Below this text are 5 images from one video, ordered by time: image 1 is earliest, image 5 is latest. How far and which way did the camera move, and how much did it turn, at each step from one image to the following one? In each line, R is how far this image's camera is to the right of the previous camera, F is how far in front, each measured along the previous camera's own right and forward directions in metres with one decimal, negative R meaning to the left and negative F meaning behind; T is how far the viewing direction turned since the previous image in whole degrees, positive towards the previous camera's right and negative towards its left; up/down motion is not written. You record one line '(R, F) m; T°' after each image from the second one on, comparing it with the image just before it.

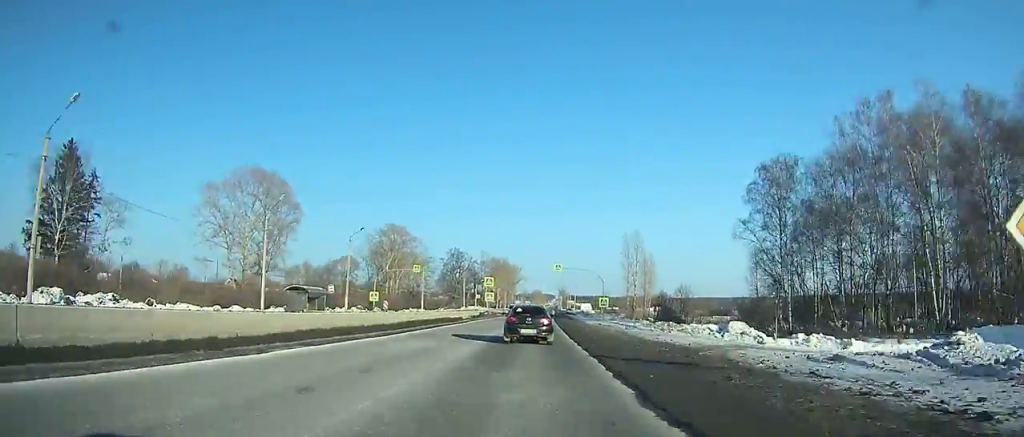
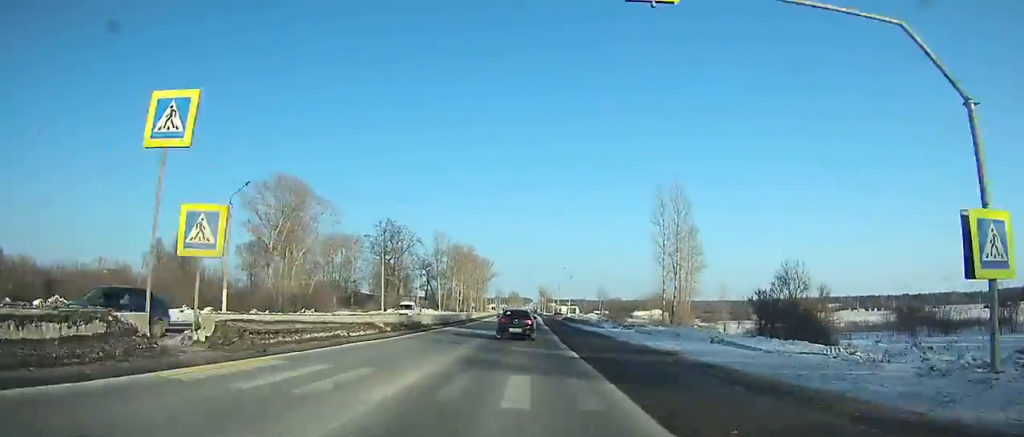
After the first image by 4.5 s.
(+0.9, +71.1) m; +1°
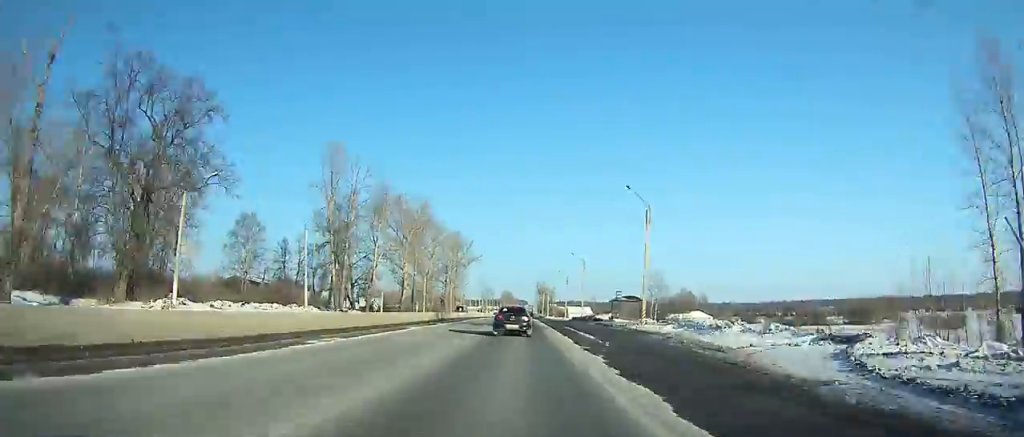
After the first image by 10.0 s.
(+0.5, +87.5) m; +1°
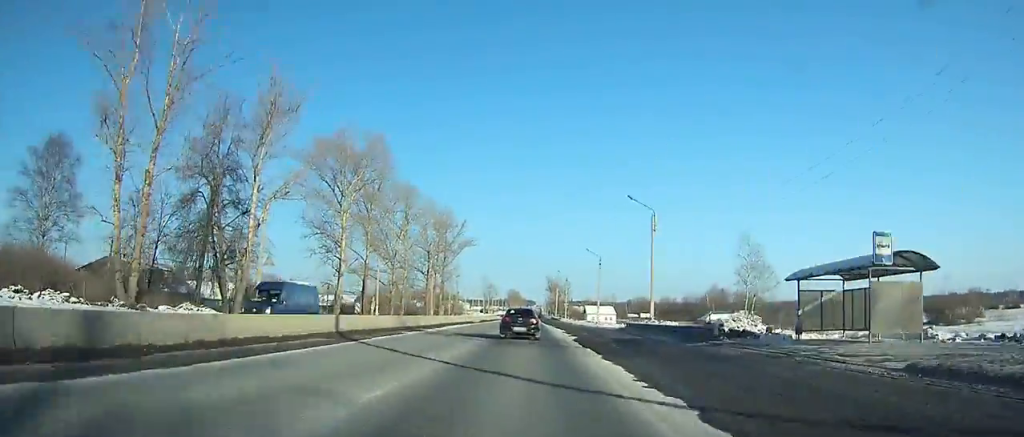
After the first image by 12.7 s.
(0.0, +46.7) m; 0°
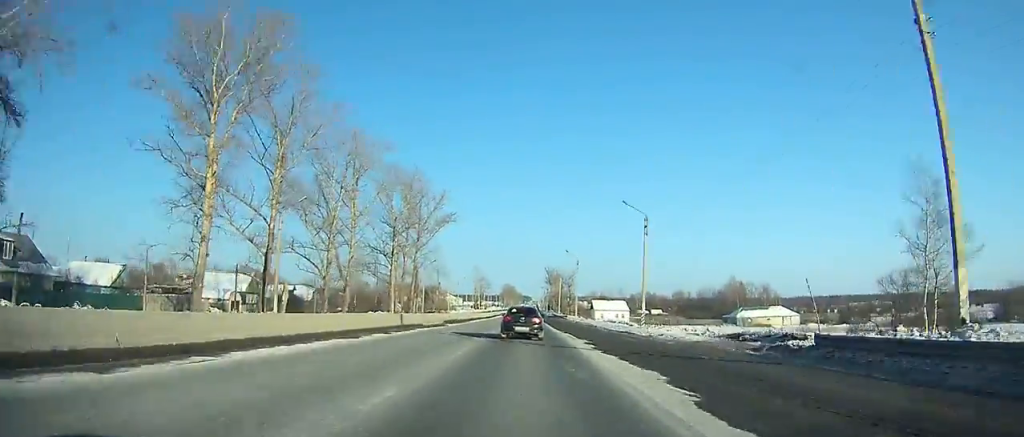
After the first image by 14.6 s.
(0.0, +33.4) m; 0°
